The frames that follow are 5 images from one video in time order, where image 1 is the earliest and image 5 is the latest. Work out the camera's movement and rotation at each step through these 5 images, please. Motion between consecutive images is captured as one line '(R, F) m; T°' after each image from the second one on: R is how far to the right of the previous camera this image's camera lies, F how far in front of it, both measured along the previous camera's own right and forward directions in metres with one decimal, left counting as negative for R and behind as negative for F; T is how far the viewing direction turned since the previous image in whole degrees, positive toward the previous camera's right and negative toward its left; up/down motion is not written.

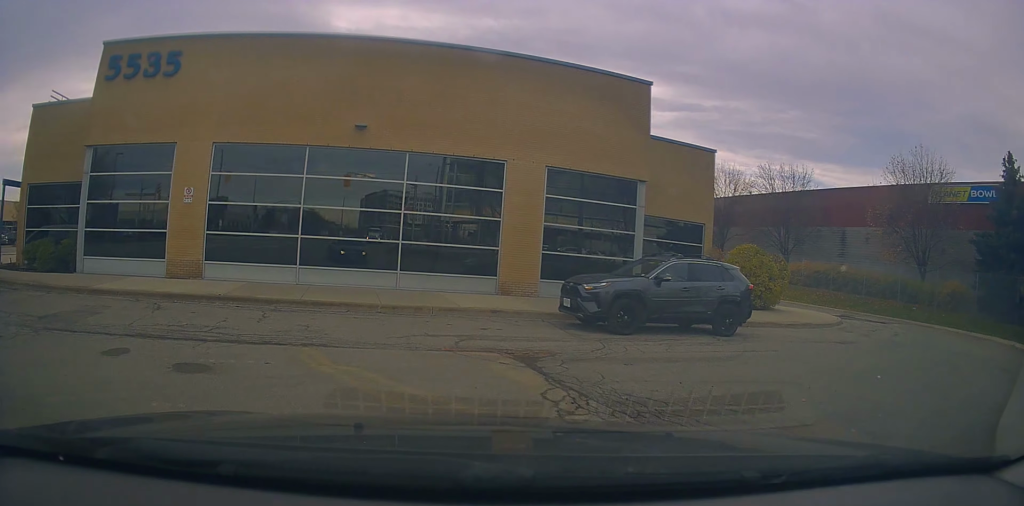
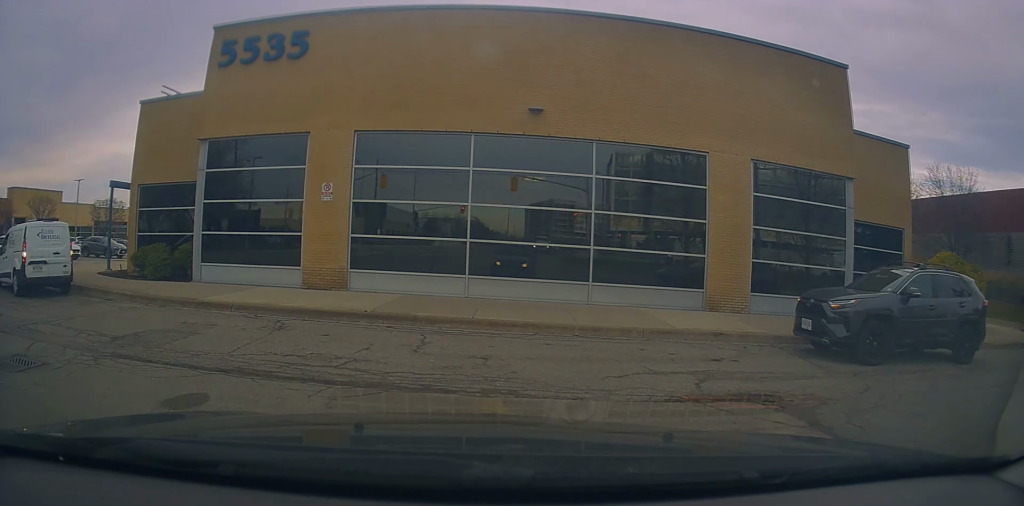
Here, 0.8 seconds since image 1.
(+0.1, +2.7) m; -11°
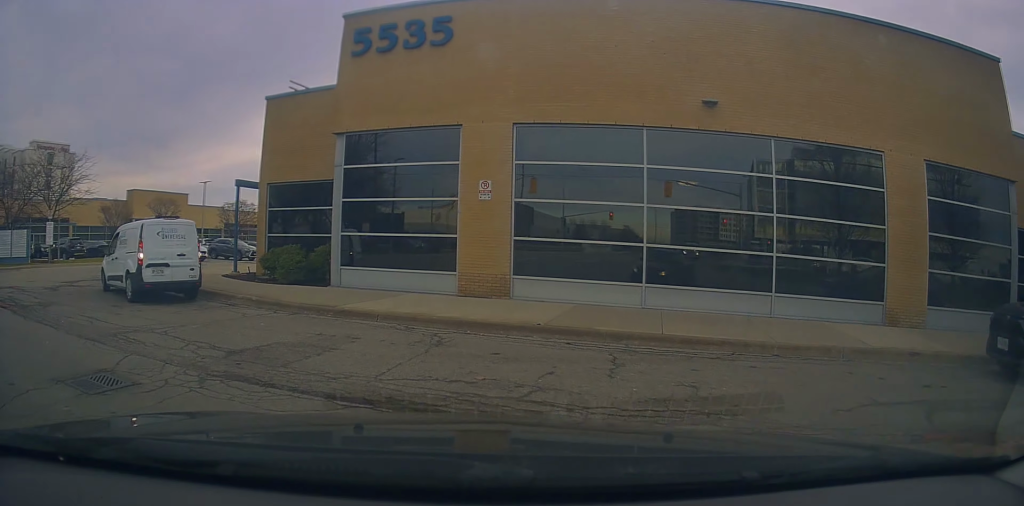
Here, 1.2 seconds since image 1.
(+0.2, +1.4) m; -13°
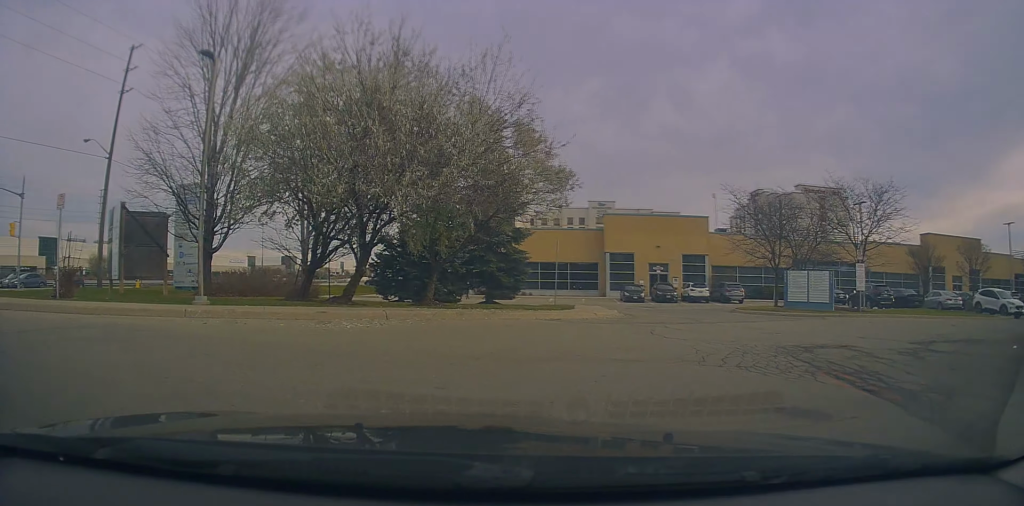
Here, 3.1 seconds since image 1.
(-4.4, +3.6) m; -90°
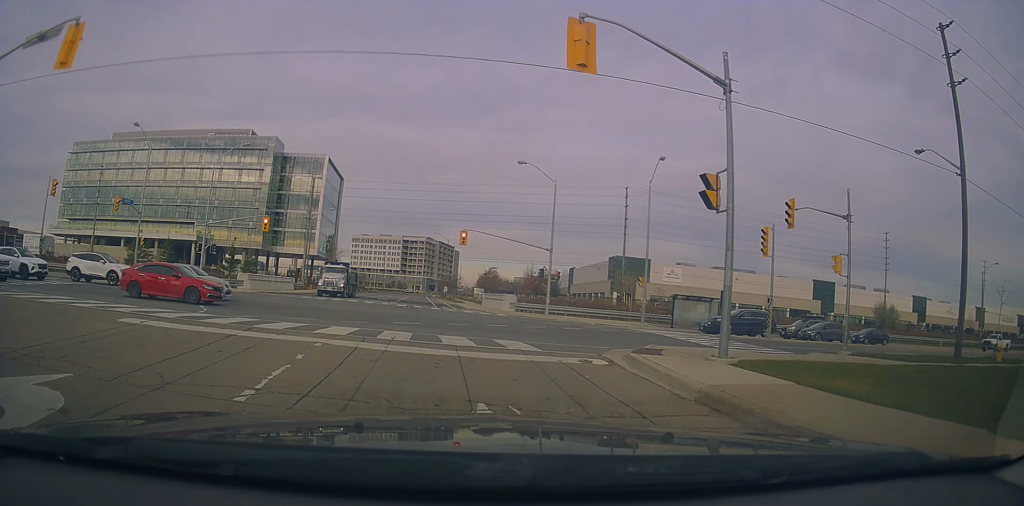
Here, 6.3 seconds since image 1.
(-7.5, +5.8) m; -71°
